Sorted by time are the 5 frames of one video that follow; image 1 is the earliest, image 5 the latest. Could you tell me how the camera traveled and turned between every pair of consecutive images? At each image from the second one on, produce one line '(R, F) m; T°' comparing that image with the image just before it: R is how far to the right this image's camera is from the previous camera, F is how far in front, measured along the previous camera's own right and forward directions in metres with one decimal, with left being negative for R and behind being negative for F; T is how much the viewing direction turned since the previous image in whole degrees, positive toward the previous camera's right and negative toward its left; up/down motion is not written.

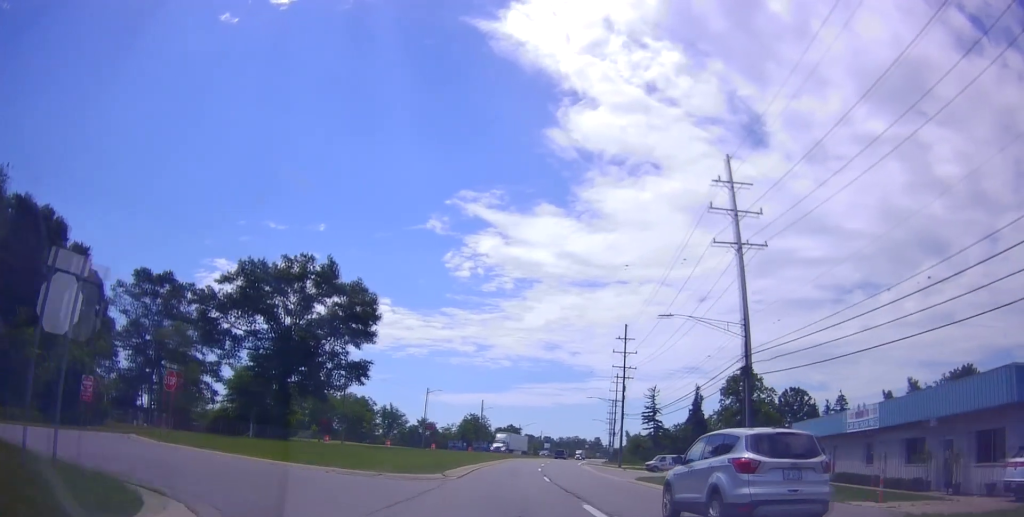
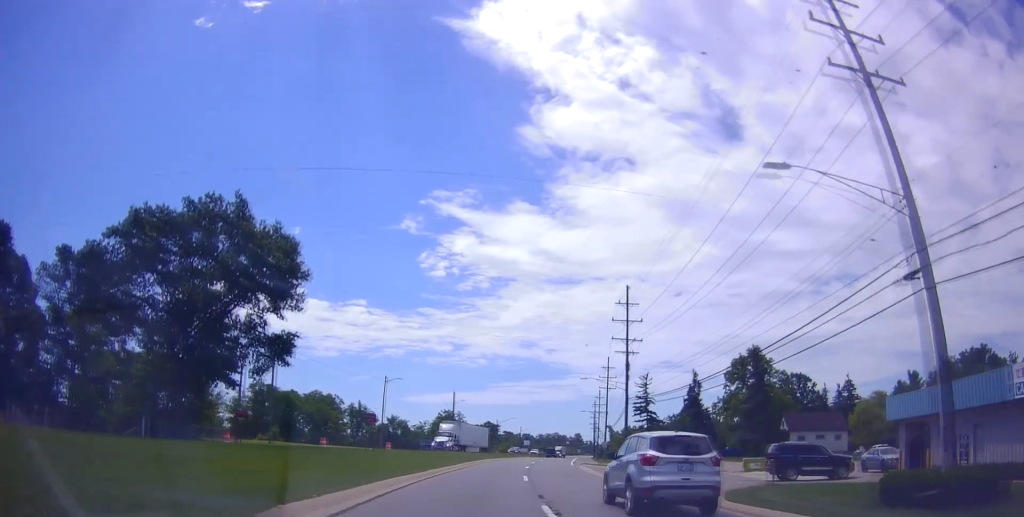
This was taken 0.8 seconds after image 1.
(+0.3, +16.0) m; 0°
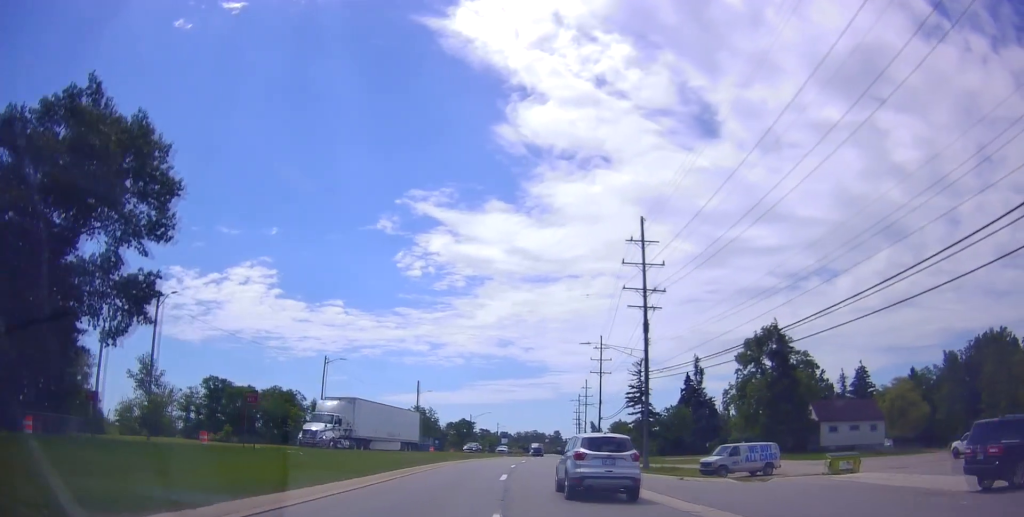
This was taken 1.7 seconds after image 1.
(-0.2, +17.4) m; 0°
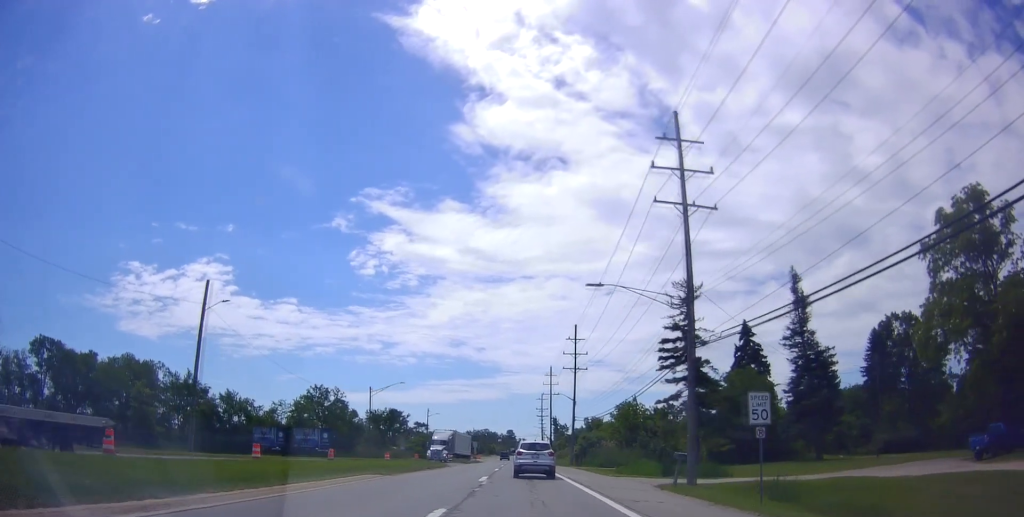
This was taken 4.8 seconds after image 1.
(+3.7, +59.1) m; +7°
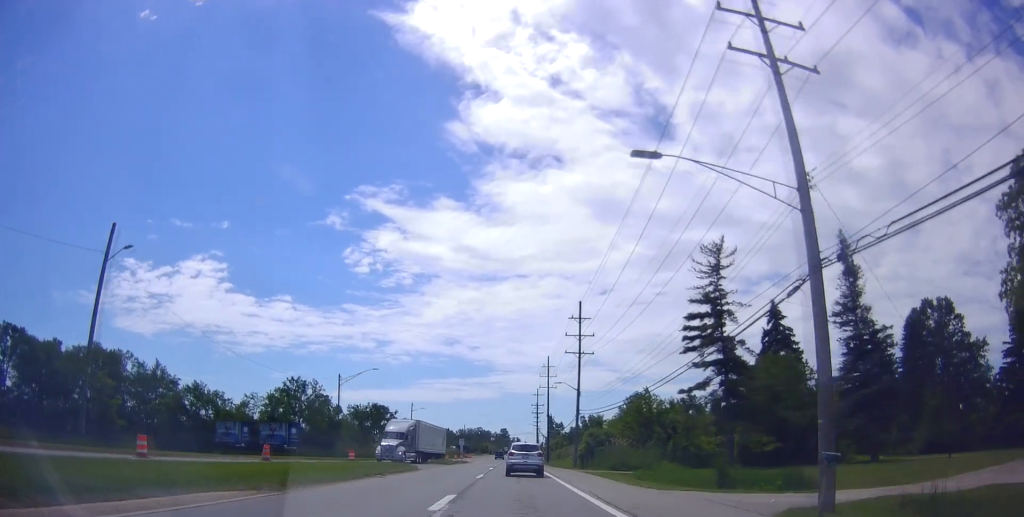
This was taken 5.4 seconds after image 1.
(0.0, +11.8) m; 0°
